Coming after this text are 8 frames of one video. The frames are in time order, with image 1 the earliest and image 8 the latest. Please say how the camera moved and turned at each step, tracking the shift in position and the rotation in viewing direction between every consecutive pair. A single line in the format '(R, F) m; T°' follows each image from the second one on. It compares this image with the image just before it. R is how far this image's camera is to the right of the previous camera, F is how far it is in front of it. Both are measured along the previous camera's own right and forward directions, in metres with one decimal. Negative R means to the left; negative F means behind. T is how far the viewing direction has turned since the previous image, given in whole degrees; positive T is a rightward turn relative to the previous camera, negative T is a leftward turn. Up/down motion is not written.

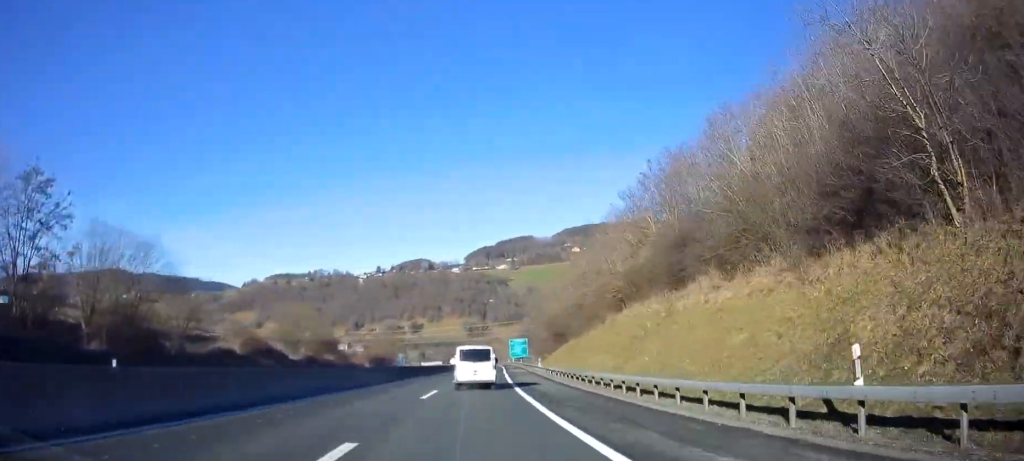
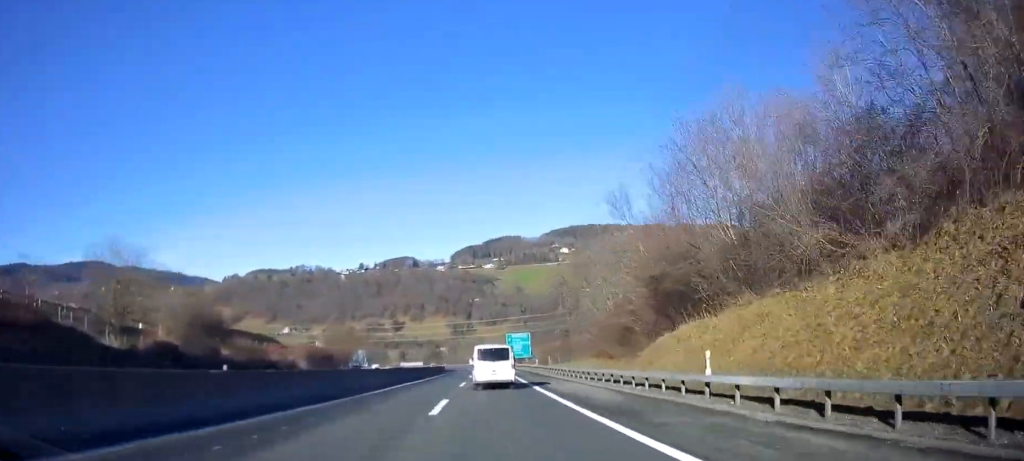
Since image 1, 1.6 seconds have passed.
(+1.7, +42.4) m; +3°
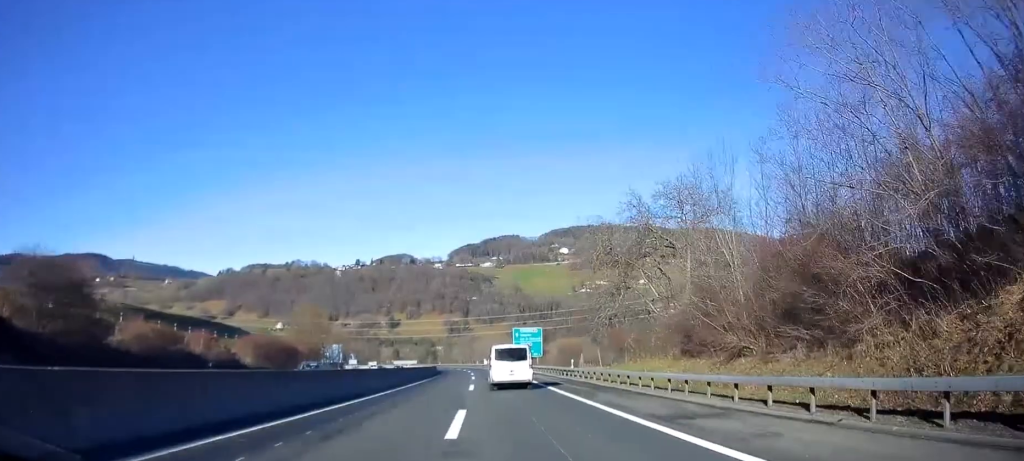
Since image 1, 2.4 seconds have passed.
(+0.1, +22.7) m; +1°
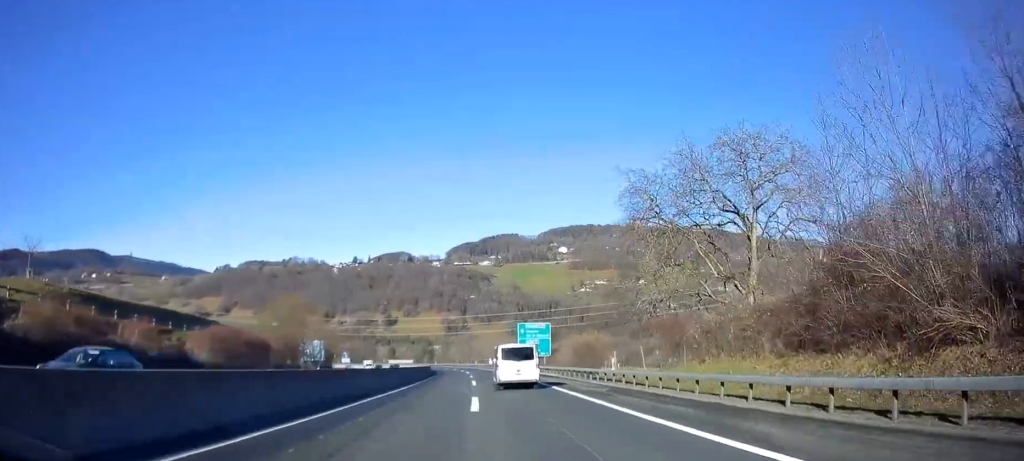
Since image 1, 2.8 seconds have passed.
(0.0, +11.8) m; 0°
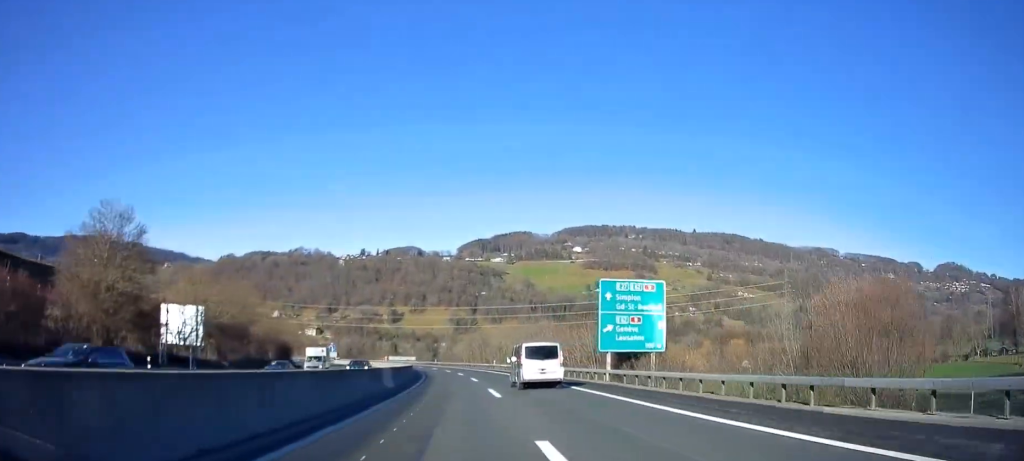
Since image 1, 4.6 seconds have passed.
(+0.4, +48.3) m; 0°
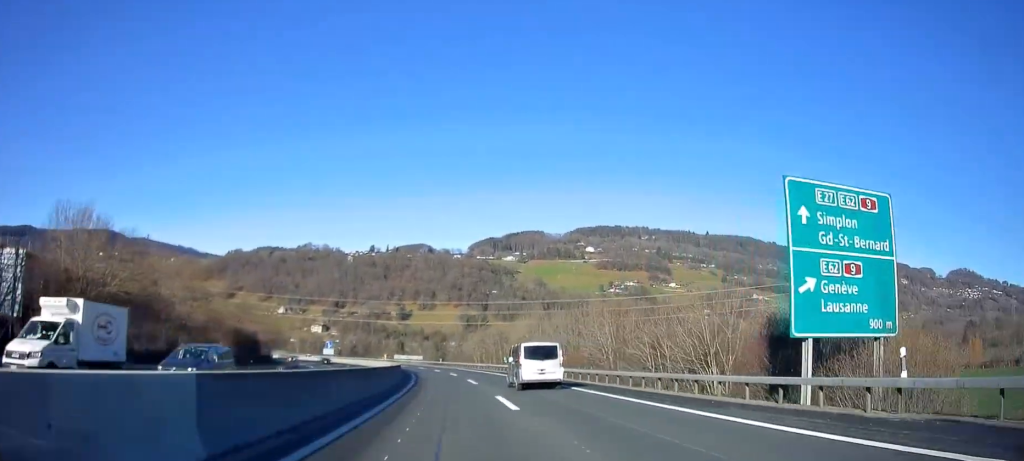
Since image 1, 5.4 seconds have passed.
(-0.2, +22.7) m; -1°
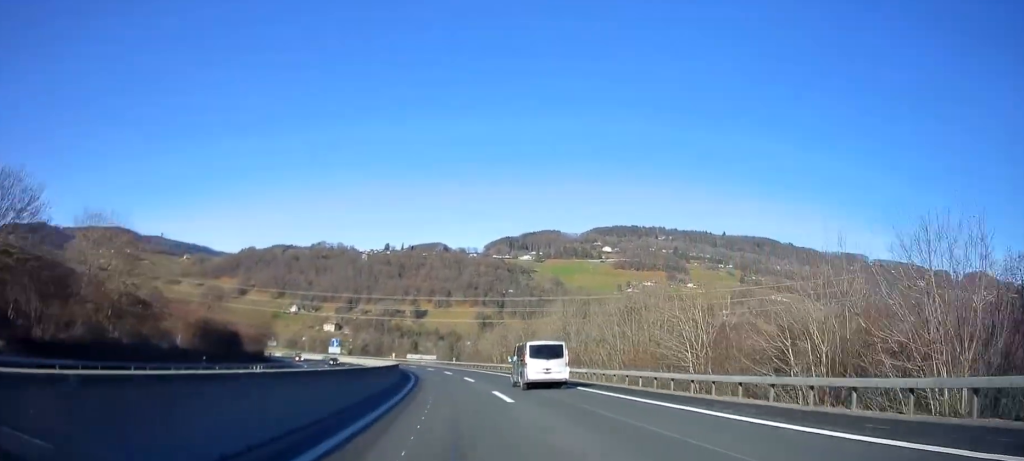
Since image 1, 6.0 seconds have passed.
(0.0, +15.5) m; 0°
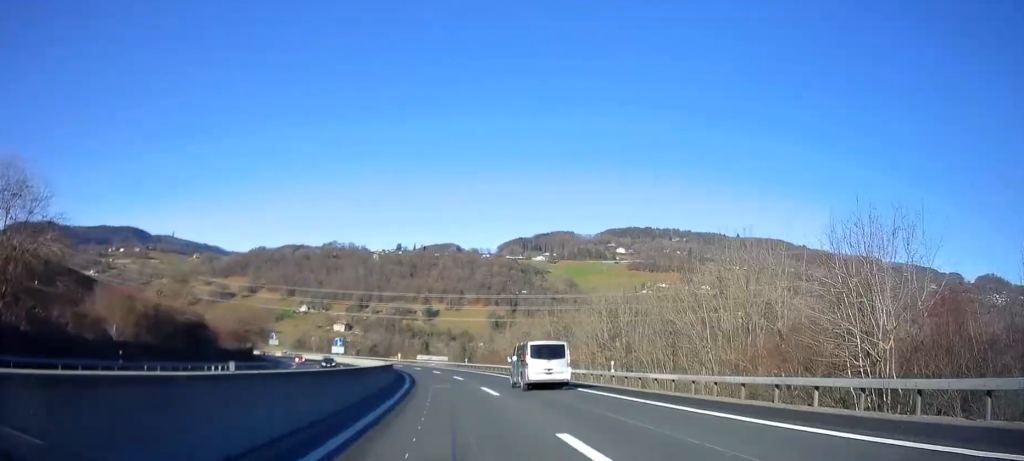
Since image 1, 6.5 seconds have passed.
(0.0, +13.7) m; -1°
